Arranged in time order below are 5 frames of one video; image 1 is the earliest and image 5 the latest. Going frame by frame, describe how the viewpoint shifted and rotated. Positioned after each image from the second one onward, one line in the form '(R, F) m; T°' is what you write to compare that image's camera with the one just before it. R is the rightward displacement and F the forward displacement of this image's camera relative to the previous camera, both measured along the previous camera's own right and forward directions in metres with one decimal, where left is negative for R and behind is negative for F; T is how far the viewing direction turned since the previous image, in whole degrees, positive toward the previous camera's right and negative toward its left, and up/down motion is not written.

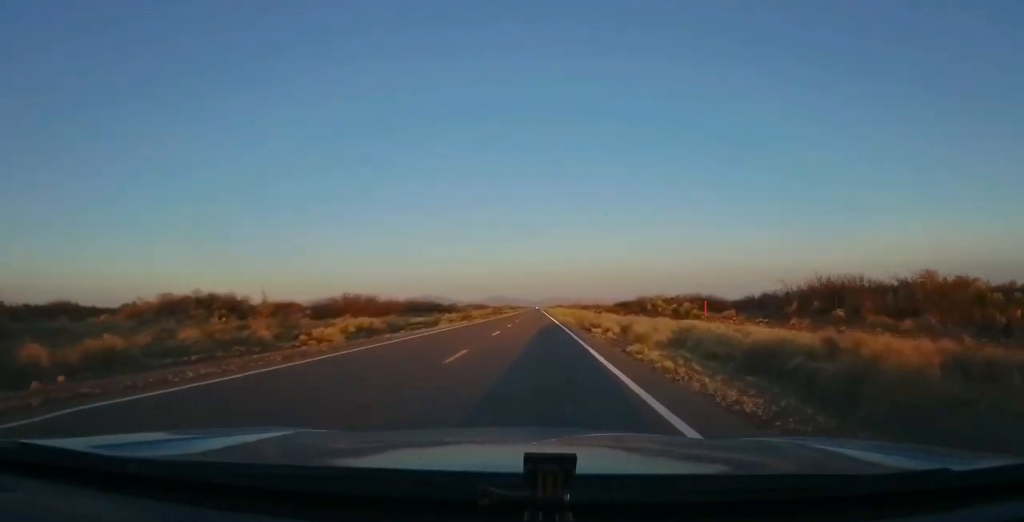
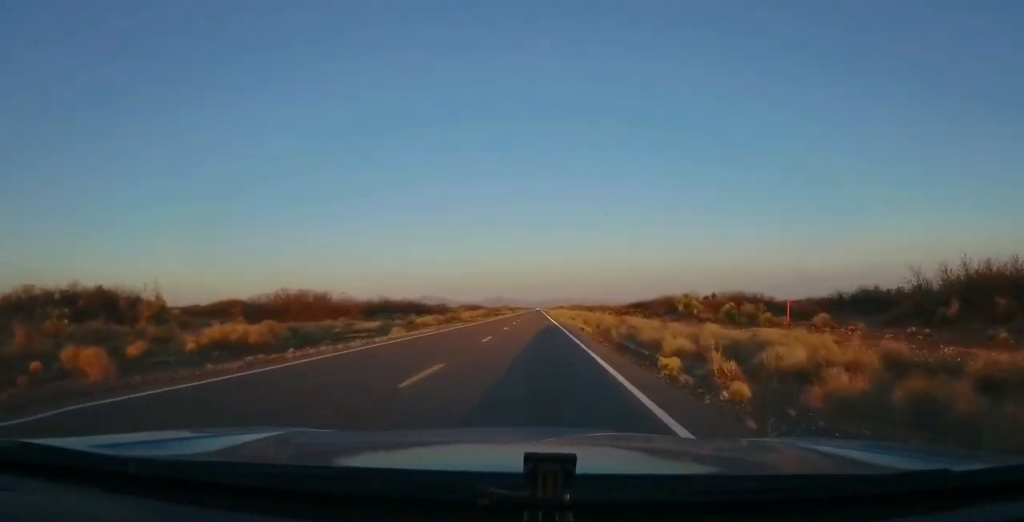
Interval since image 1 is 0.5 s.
(0.0, +15.5) m; 0°
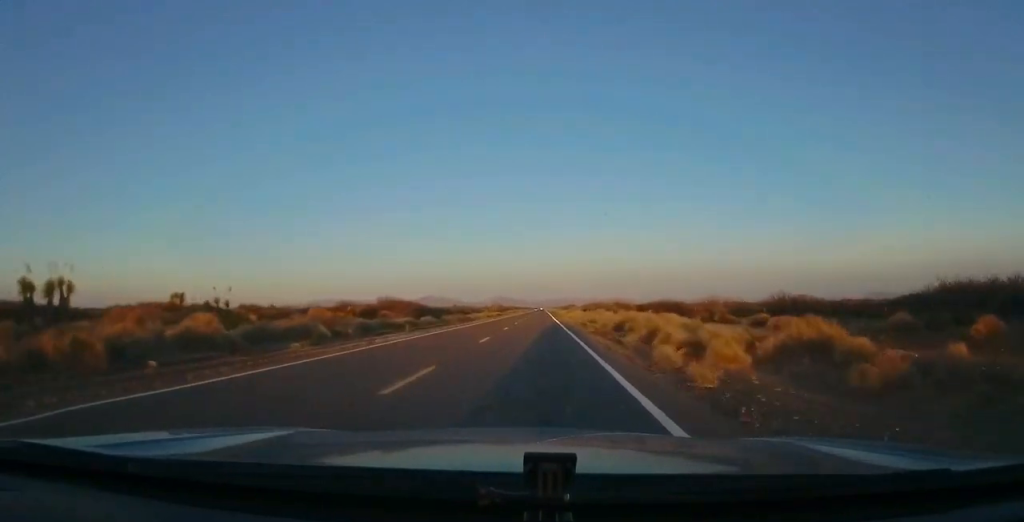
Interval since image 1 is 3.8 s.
(-0.1, +94.8) m; -1°
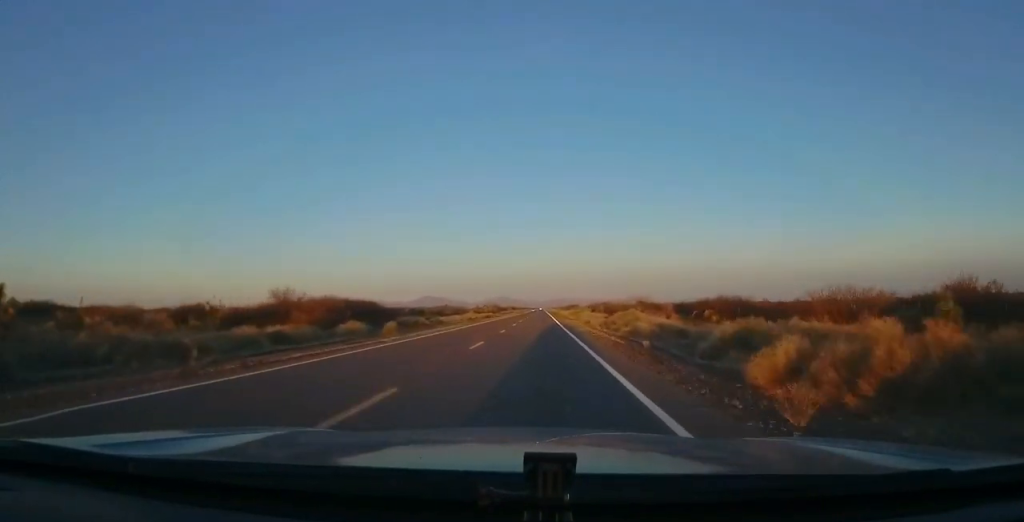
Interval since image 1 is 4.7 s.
(-0.4, +26.4) m; -1°
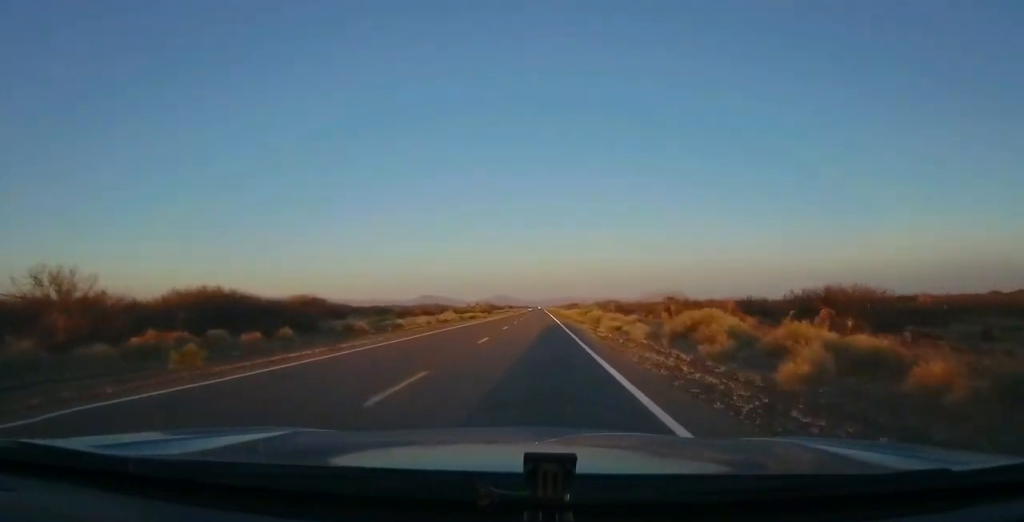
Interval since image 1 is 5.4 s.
(0.0, +21.6) m; +1°
